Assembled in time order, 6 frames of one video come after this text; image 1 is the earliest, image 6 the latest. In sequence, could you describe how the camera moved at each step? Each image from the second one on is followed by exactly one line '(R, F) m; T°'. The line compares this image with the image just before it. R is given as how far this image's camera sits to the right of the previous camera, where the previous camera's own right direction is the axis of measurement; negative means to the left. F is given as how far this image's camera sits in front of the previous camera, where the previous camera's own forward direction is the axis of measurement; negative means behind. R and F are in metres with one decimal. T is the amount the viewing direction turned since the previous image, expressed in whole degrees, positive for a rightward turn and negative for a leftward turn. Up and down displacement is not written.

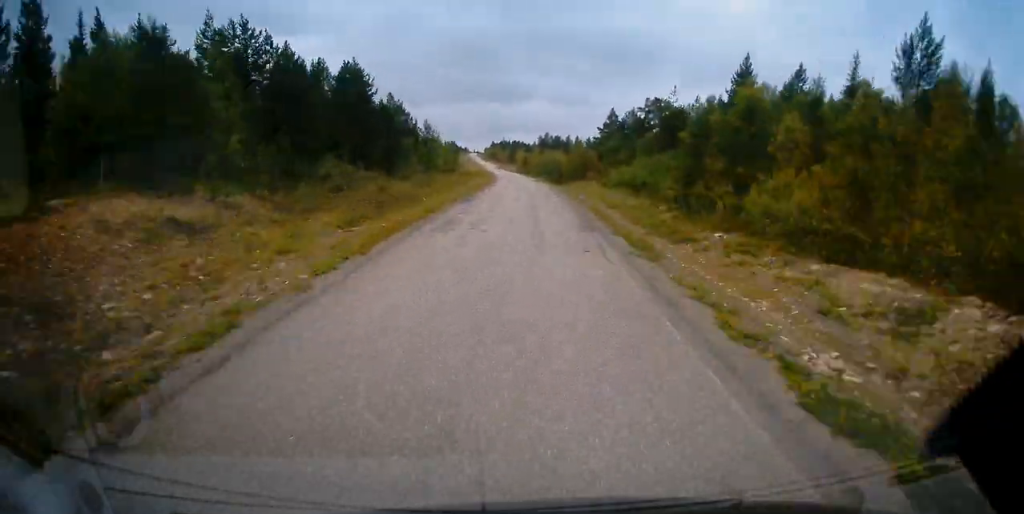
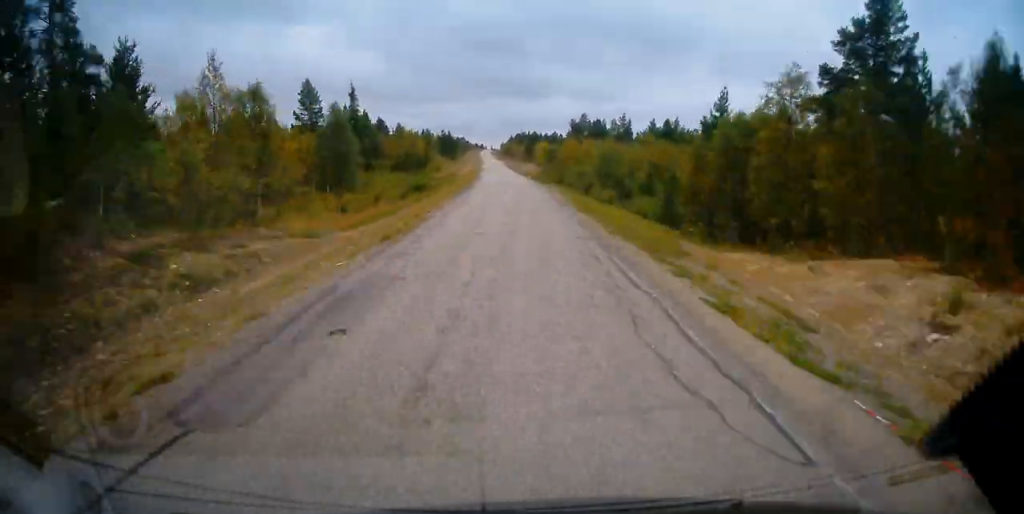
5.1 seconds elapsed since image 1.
(-1.4, +79.3) m; -3°
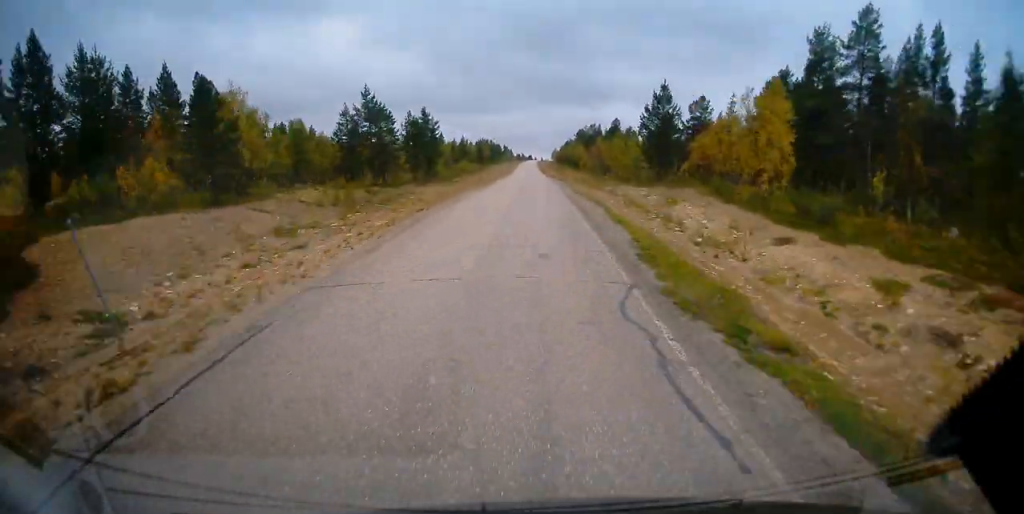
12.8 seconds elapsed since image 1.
(-4.2, +117.5) m; -3°
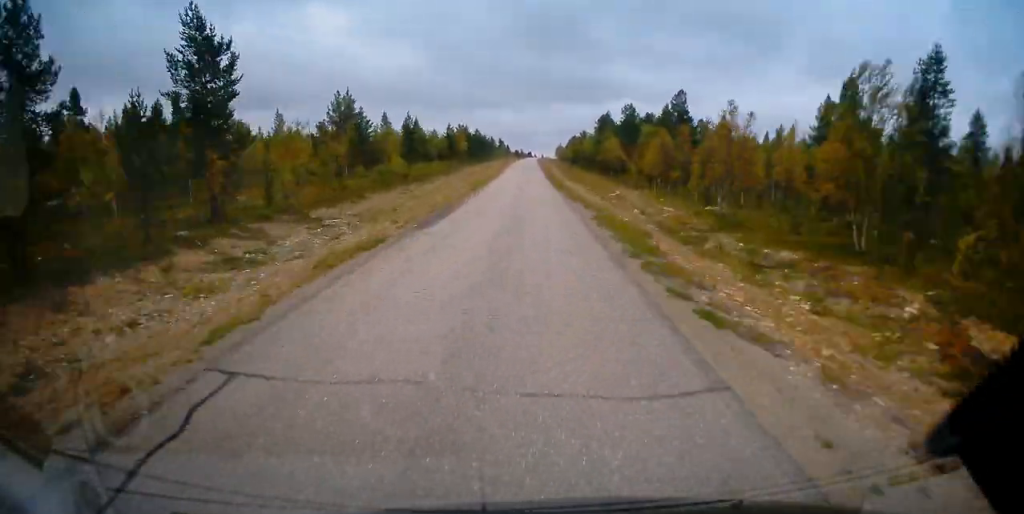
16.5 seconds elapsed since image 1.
(-0.3, +57.5) m; 0°
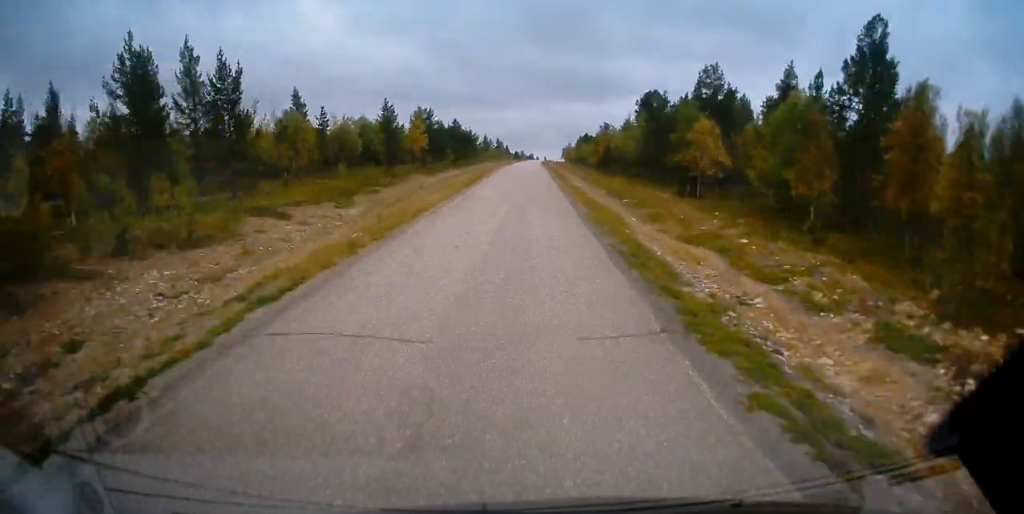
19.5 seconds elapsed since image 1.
(0.0, +46.0) m; 0°
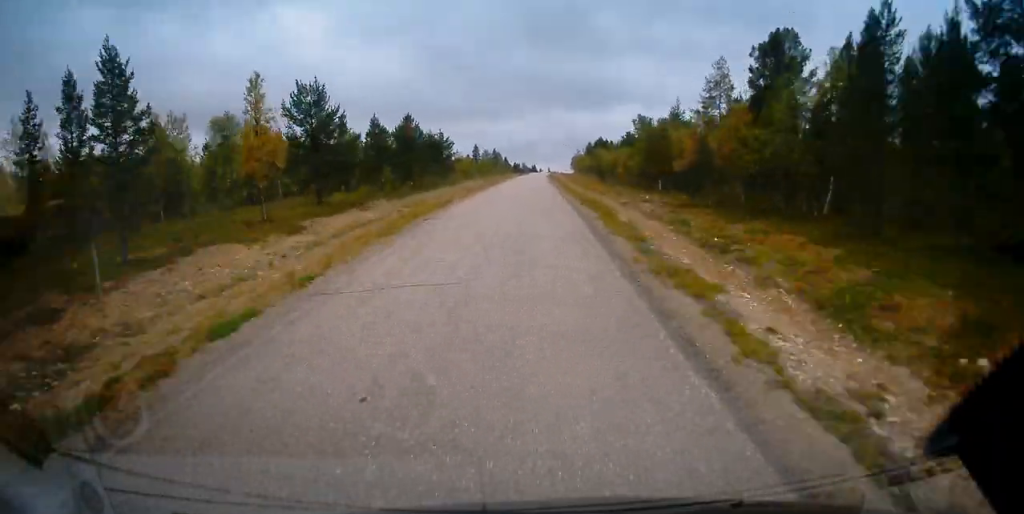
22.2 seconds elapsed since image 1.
(-0.2, +41.8) m; 0°
